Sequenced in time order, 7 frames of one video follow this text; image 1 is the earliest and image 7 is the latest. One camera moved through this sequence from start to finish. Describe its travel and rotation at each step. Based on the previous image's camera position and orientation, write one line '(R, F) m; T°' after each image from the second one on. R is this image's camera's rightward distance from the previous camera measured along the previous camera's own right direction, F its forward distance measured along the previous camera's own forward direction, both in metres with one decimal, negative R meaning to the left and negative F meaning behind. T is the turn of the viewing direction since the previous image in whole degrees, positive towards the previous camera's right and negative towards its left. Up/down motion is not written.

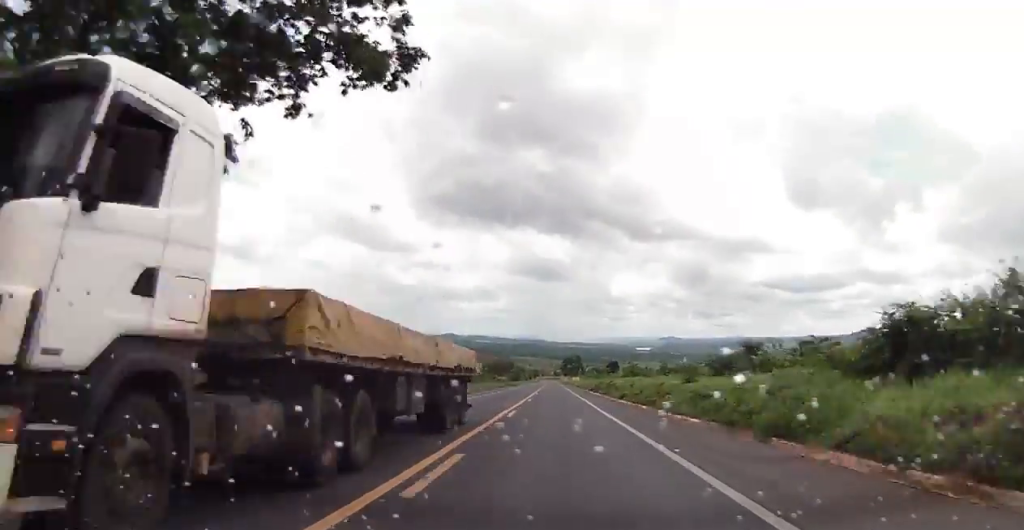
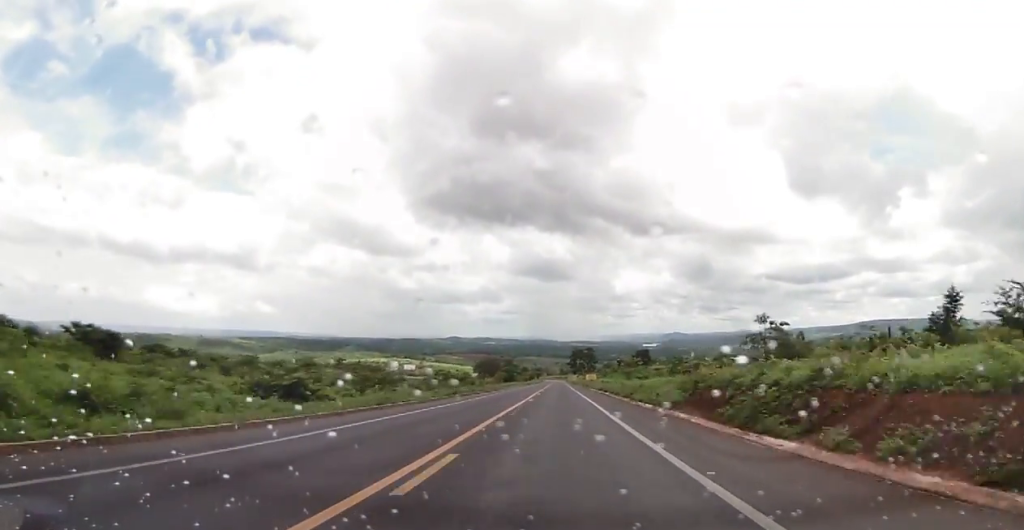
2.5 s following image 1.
(0.0, +60.9) m; -1°
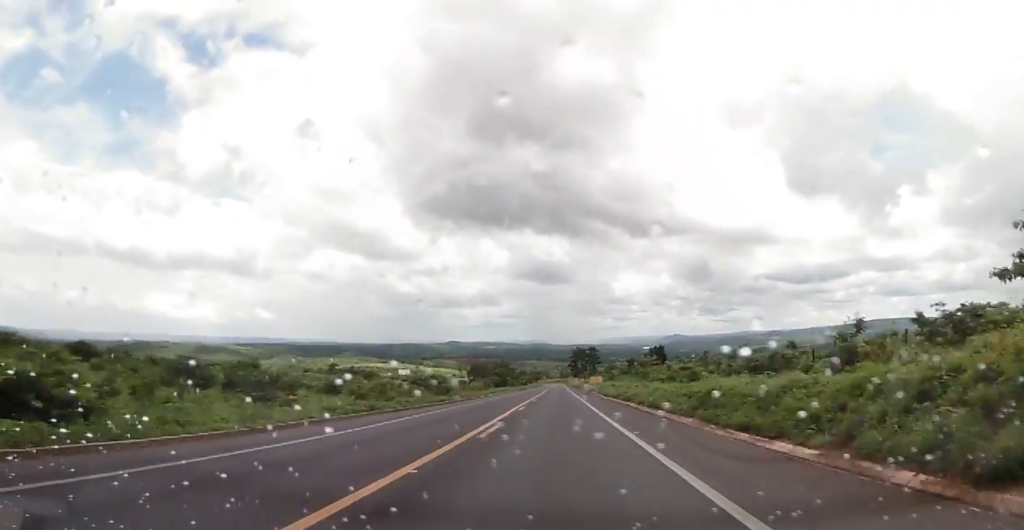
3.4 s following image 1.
(-0.2, +22.4) m; -1°
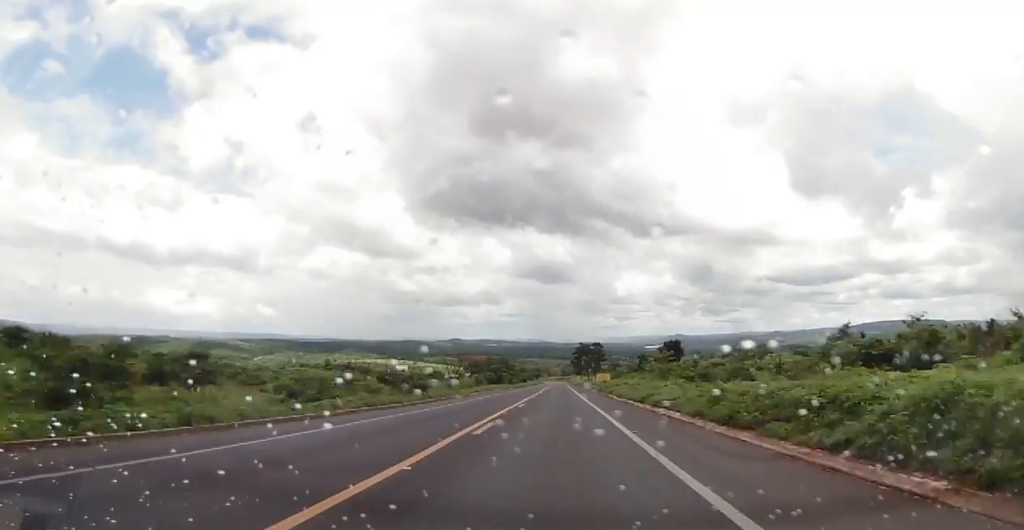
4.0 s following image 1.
(-0.1, +15.7) m; 0°
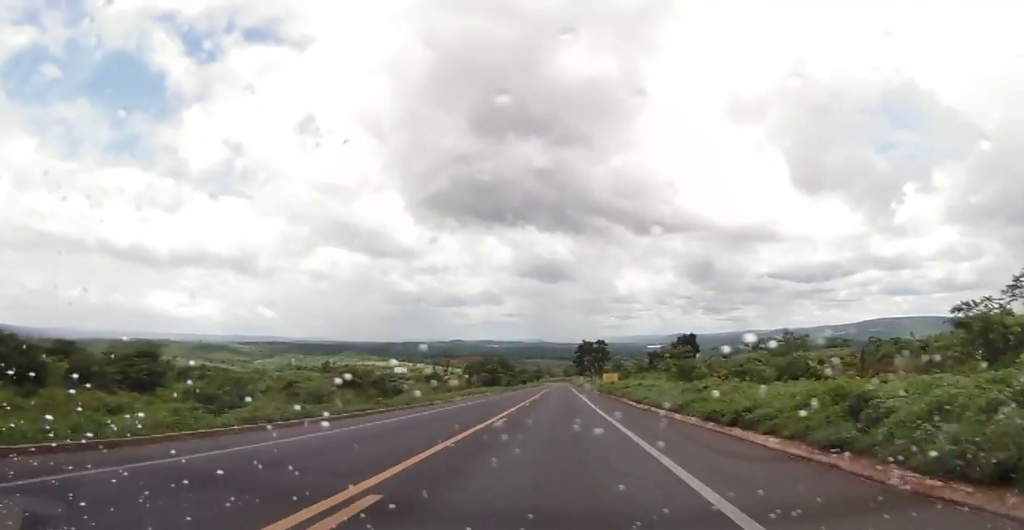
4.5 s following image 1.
(0.0, +11.6) m; 0°
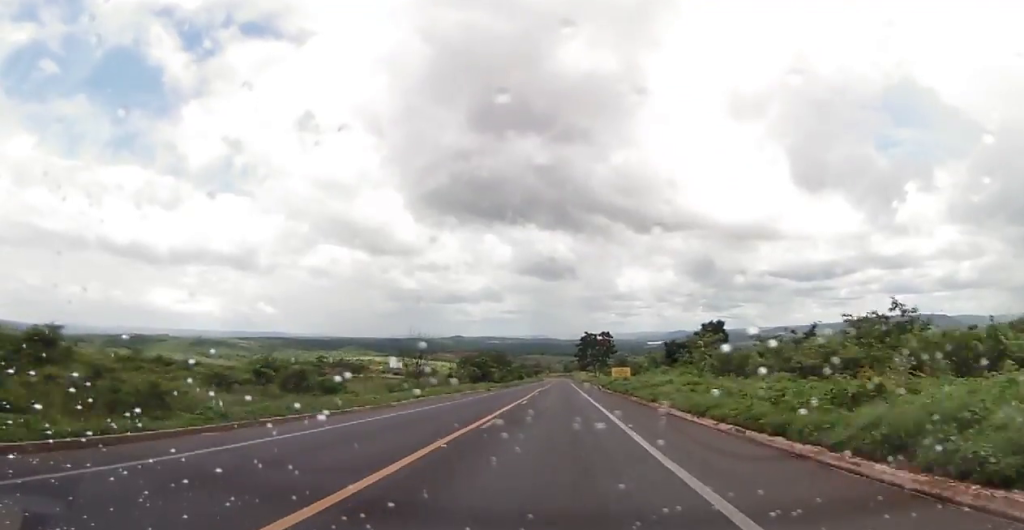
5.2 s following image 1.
(0.0, +17.4) m; 0°
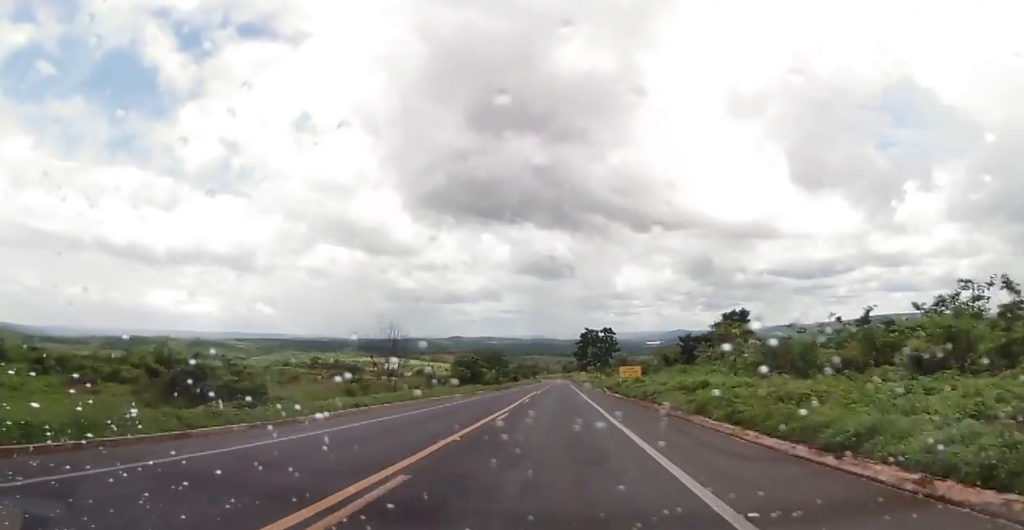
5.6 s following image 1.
(0.0, +11.6) m; 0°
